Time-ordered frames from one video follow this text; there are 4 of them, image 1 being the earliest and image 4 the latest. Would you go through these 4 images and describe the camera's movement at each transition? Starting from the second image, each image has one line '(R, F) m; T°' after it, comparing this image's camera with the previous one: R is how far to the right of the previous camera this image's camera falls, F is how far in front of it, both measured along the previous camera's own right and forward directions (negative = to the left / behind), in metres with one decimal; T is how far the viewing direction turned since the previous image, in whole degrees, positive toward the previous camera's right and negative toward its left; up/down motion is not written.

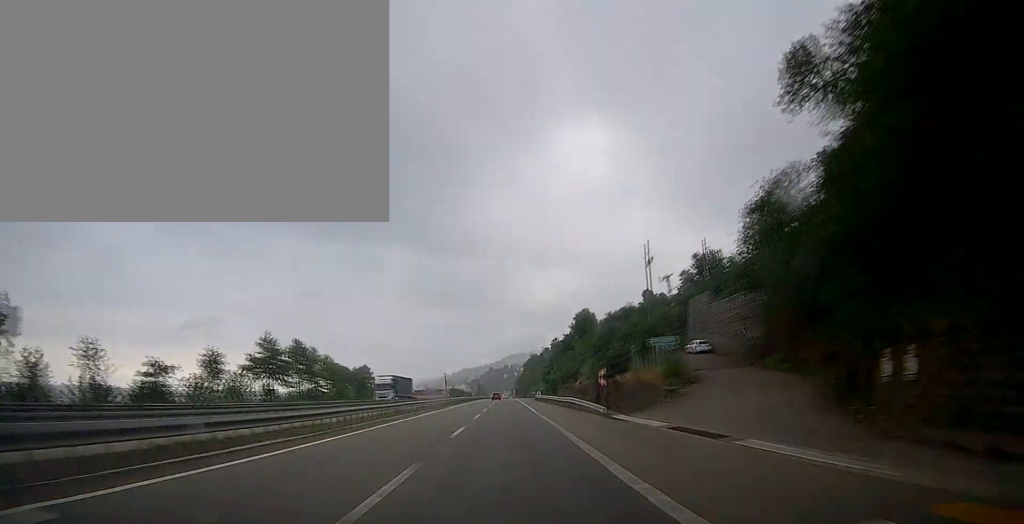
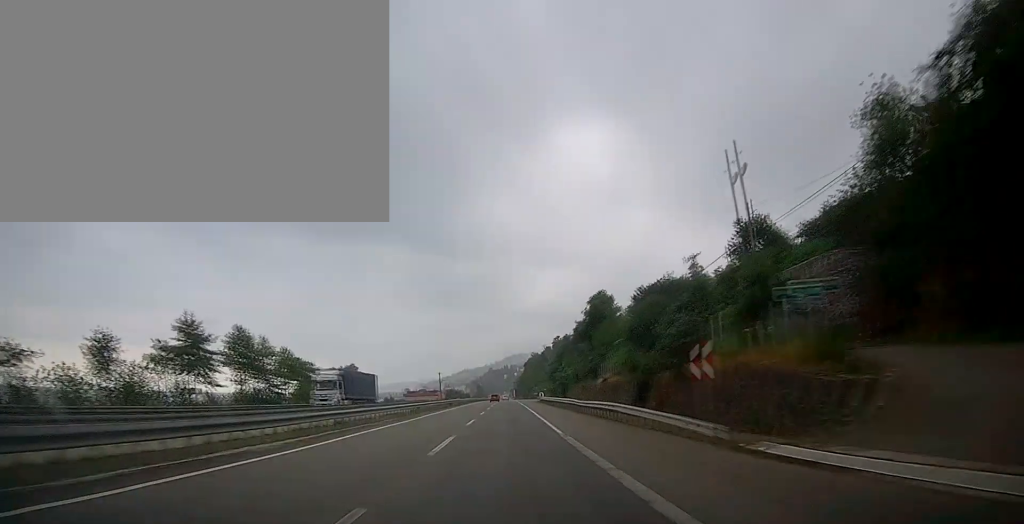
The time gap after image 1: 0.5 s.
(-0.2, +16.2) m; 0°
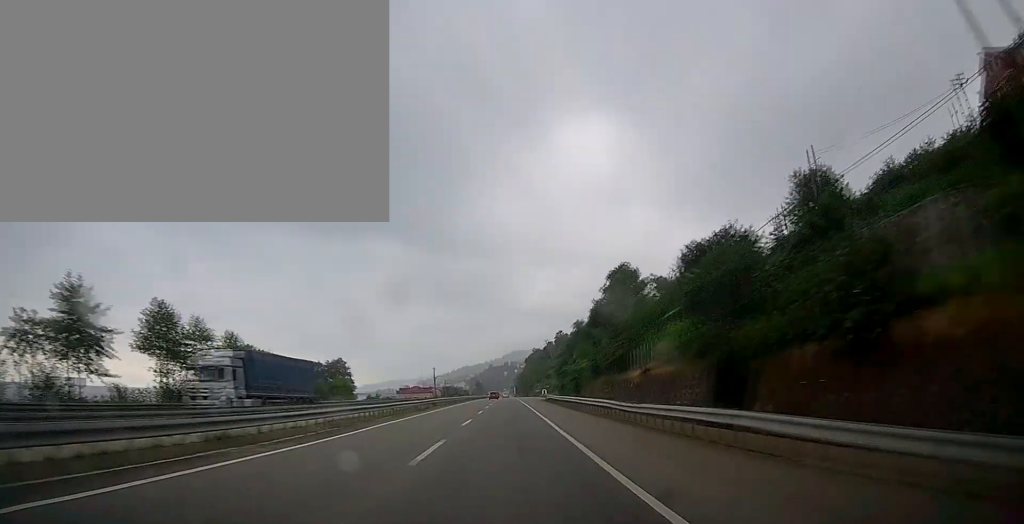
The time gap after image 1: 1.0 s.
(-0.1, +14.2) m; 0°
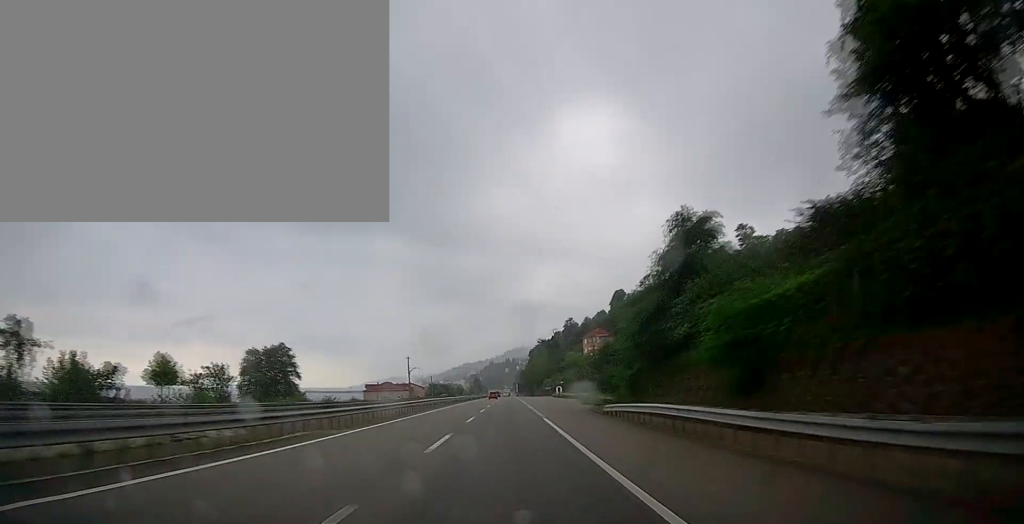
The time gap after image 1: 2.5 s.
(+0.1, +45.2) m; 0°
